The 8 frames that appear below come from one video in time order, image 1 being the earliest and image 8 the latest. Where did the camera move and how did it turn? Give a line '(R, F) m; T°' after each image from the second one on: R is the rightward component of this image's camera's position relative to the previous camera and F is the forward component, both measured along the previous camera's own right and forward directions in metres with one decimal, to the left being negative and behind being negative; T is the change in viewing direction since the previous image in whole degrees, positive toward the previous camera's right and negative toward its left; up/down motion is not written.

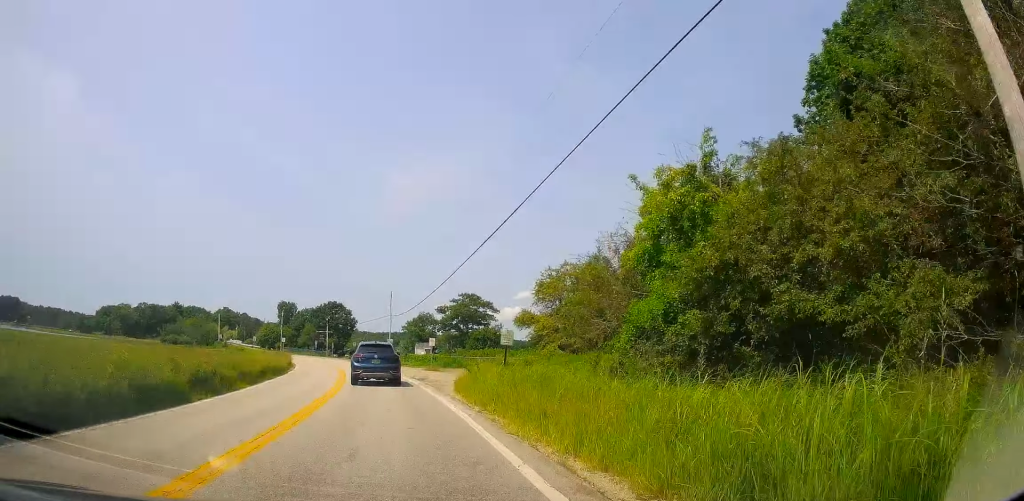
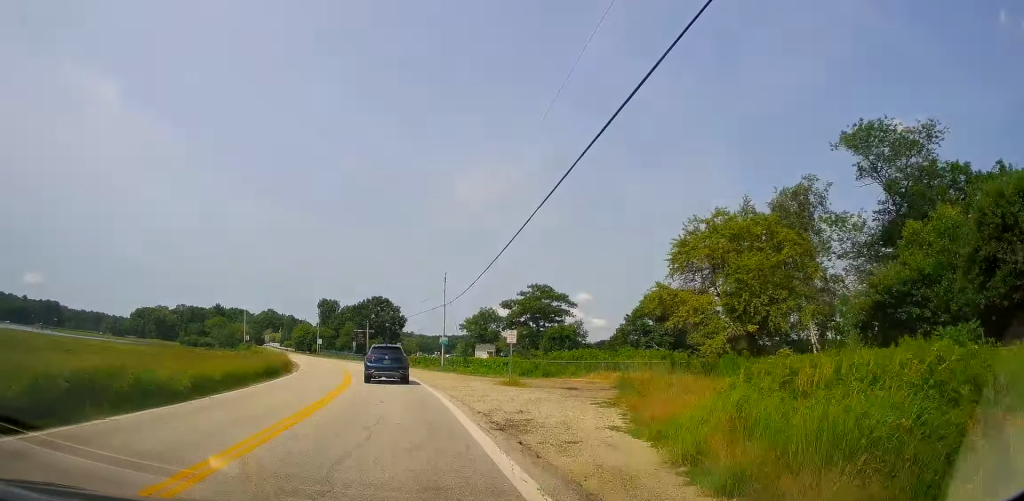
(-0.8, +19.2) m; -6°
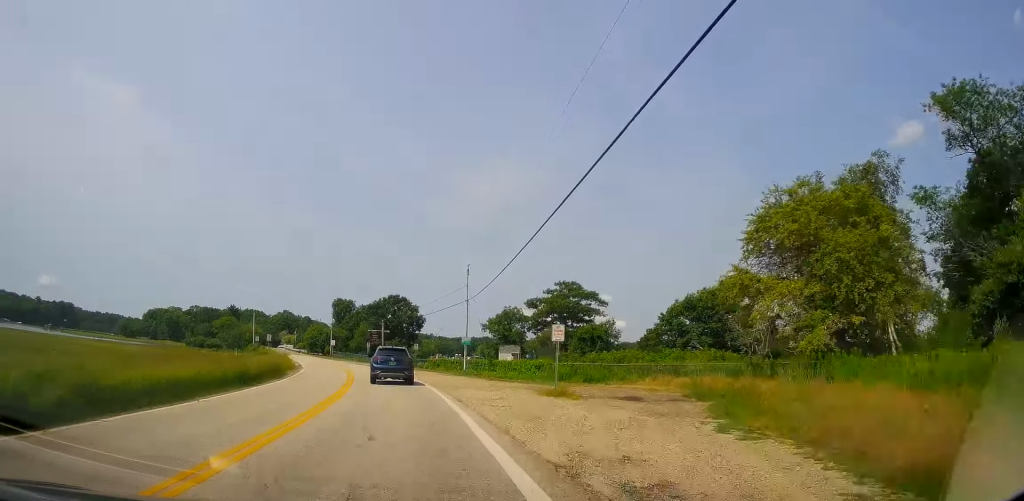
(-0.3, +6.4) m; -3°
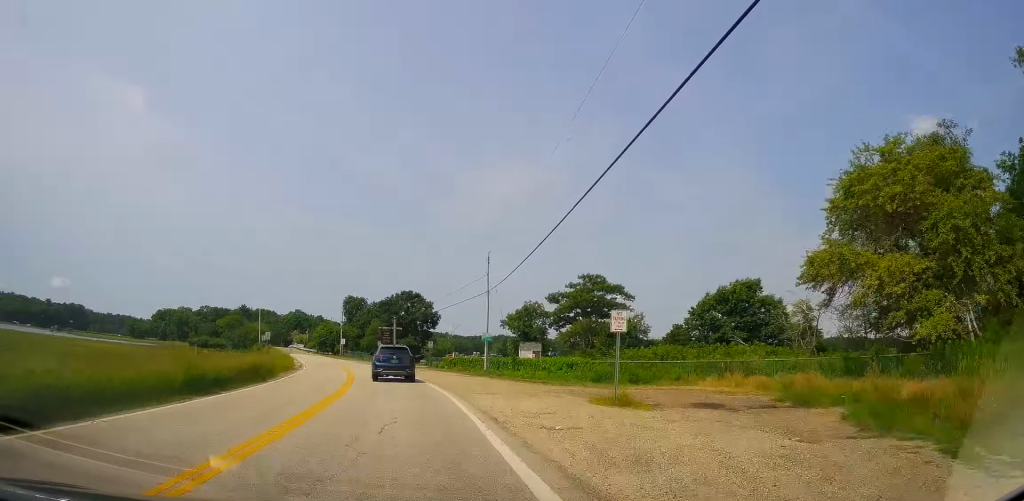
(-0.1, +5.5) m; -2°
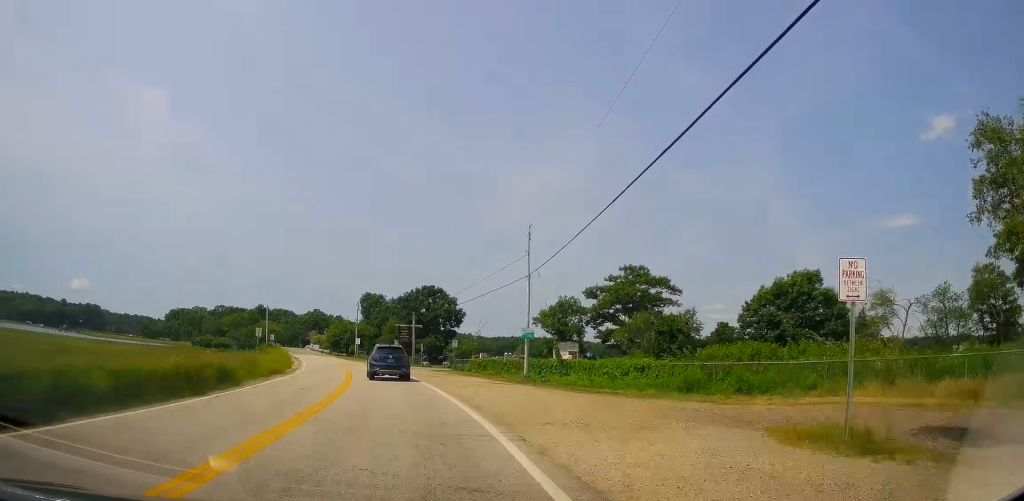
(-0.3, +9.1) m; -1°
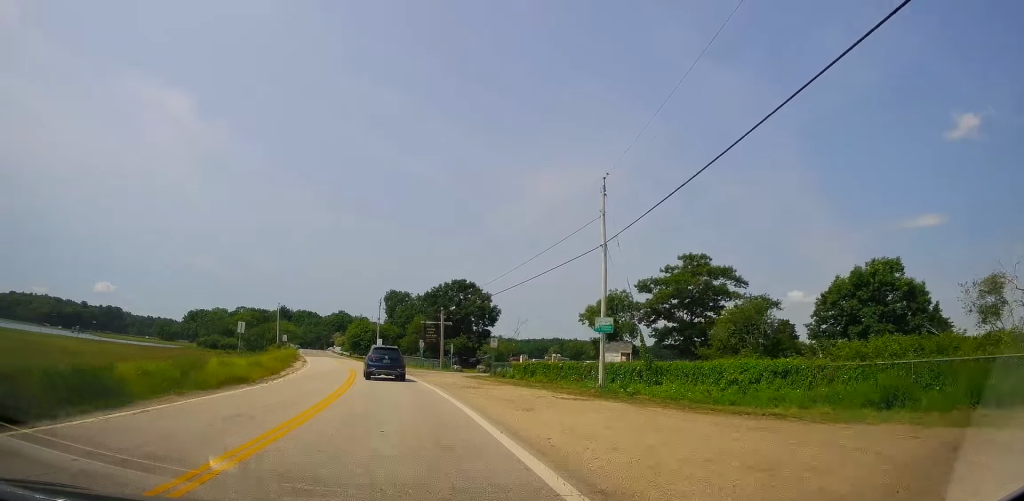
(-0.1, +10.2) m; -2°
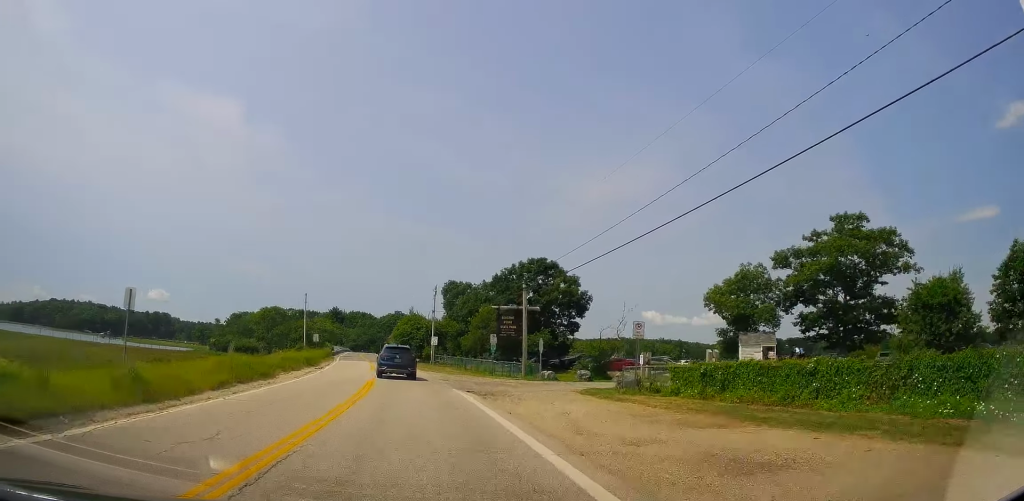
(-0.9, +18.9) m; -7°
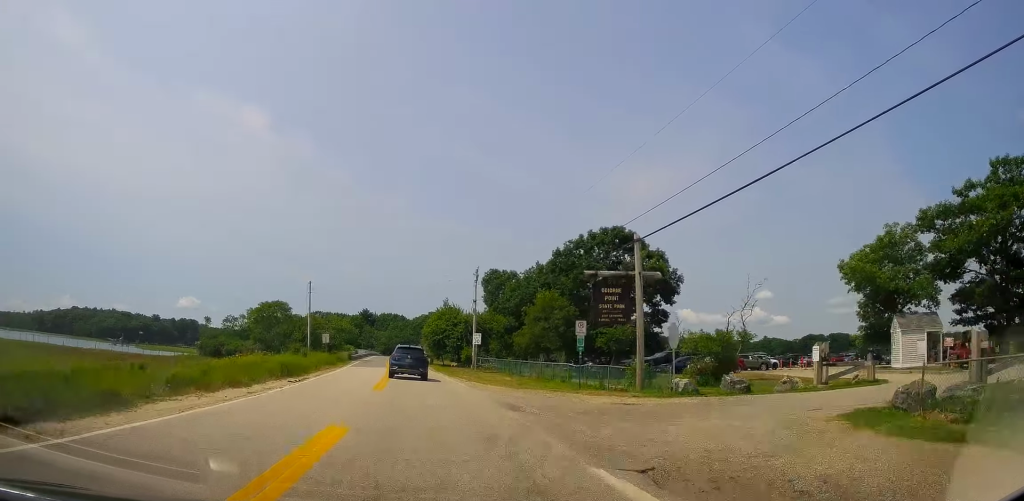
(-0.6, +15.8) m; -4°
